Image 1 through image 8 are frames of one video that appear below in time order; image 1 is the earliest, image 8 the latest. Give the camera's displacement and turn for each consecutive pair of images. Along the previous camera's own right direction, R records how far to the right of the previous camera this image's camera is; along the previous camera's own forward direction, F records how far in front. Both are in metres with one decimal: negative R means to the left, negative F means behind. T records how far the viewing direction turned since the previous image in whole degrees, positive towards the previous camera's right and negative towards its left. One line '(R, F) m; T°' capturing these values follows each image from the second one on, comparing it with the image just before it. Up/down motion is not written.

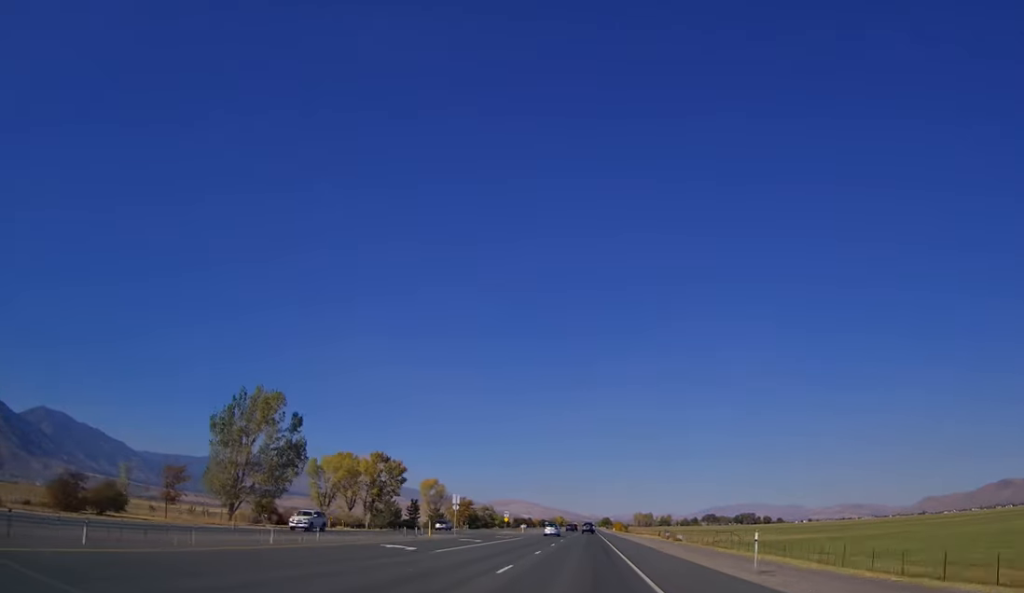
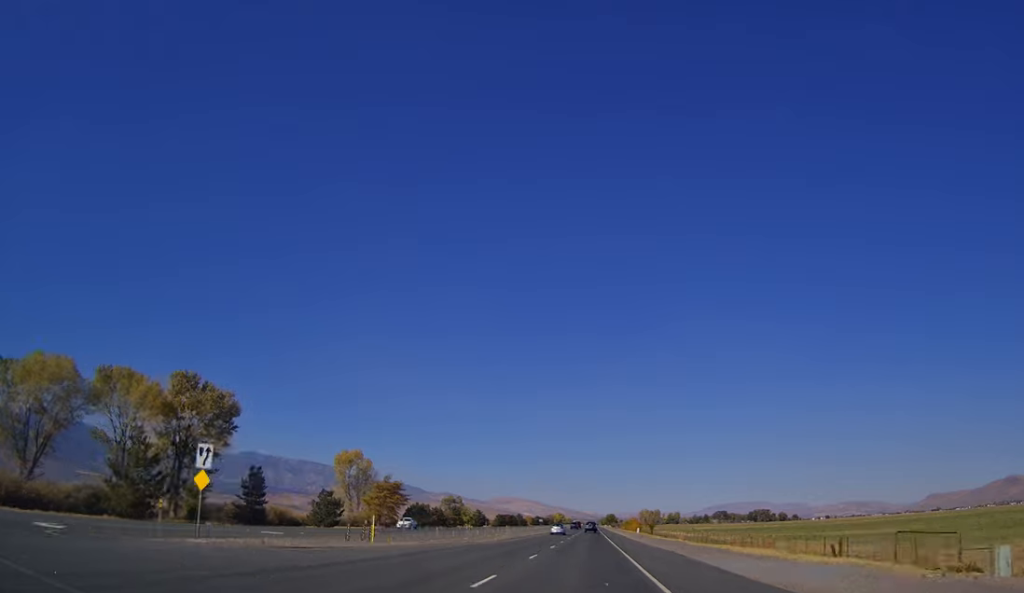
(-0.2, +77.0) m; -1°
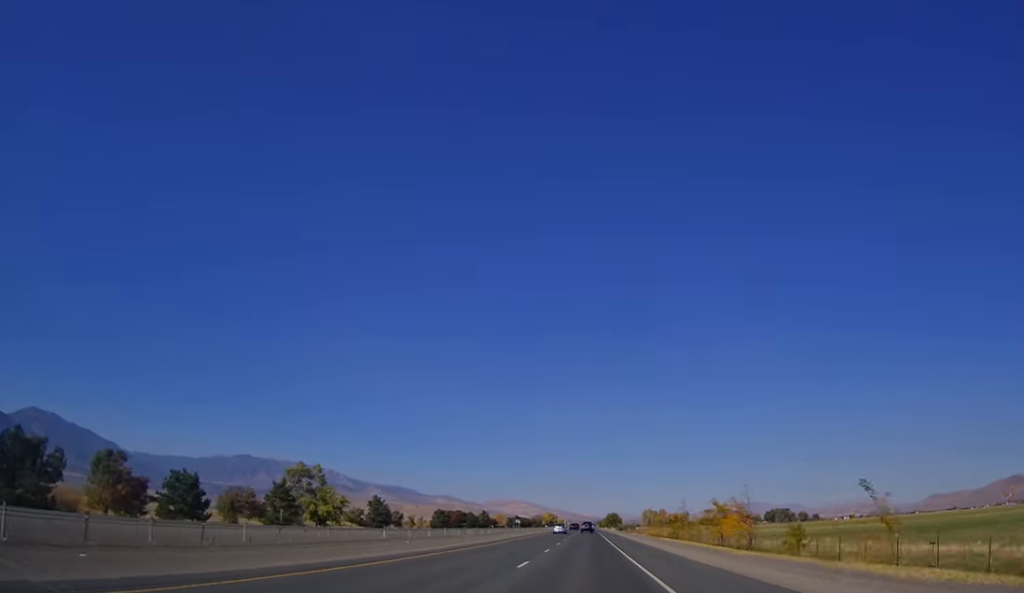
(0.0, +114.7) m; +1°
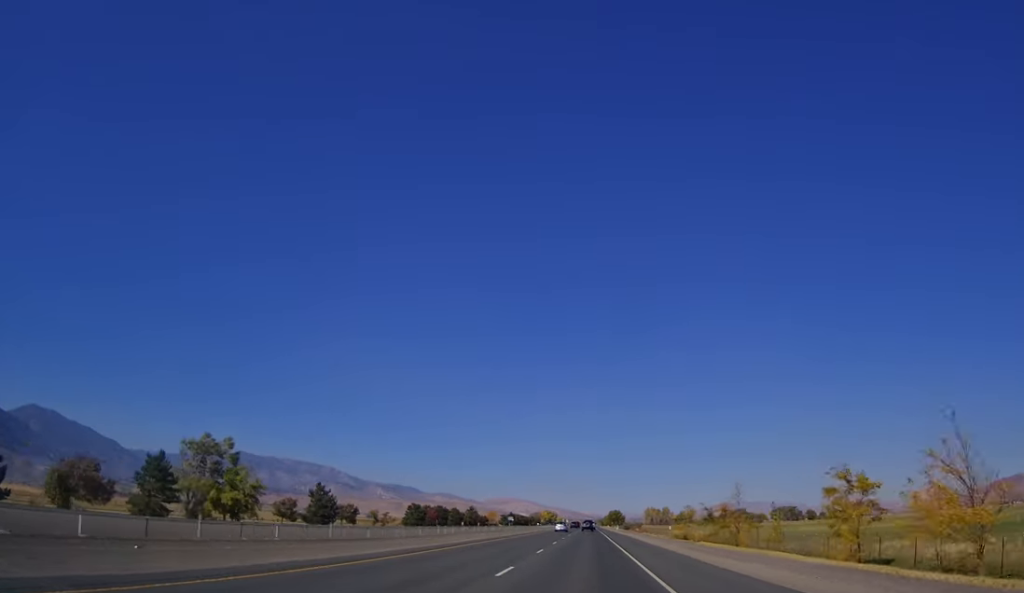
(0.0, +28.9) m; 0°
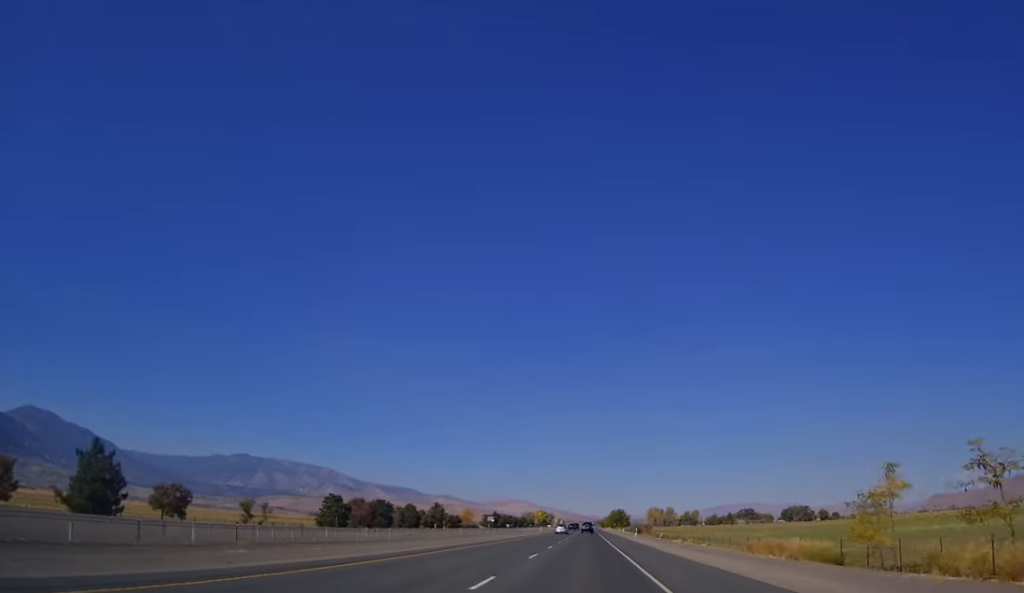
(-0.2, +51.6) m; 0°
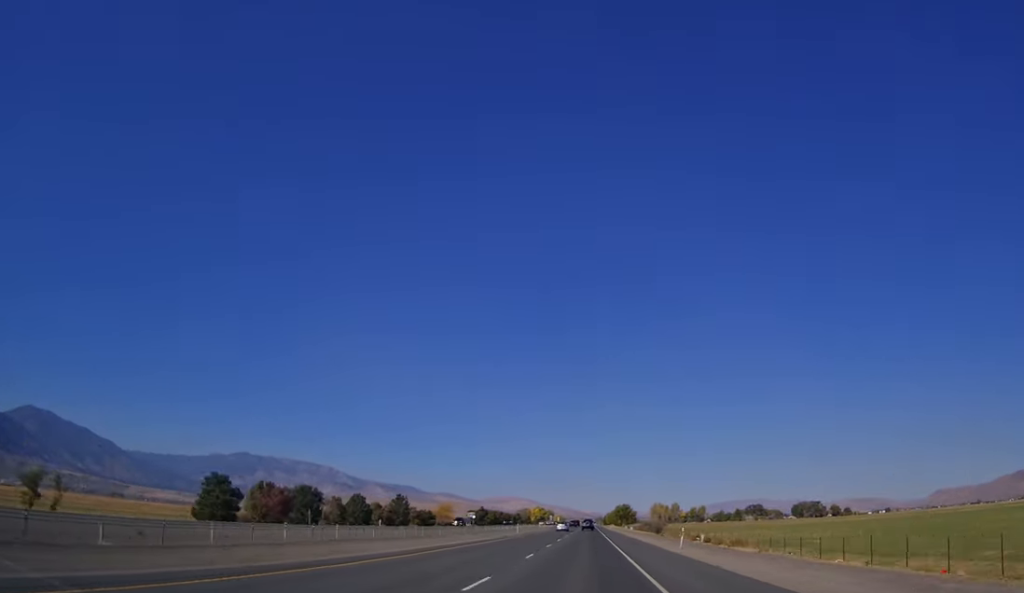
(-0.5, +37.2) m; 0°
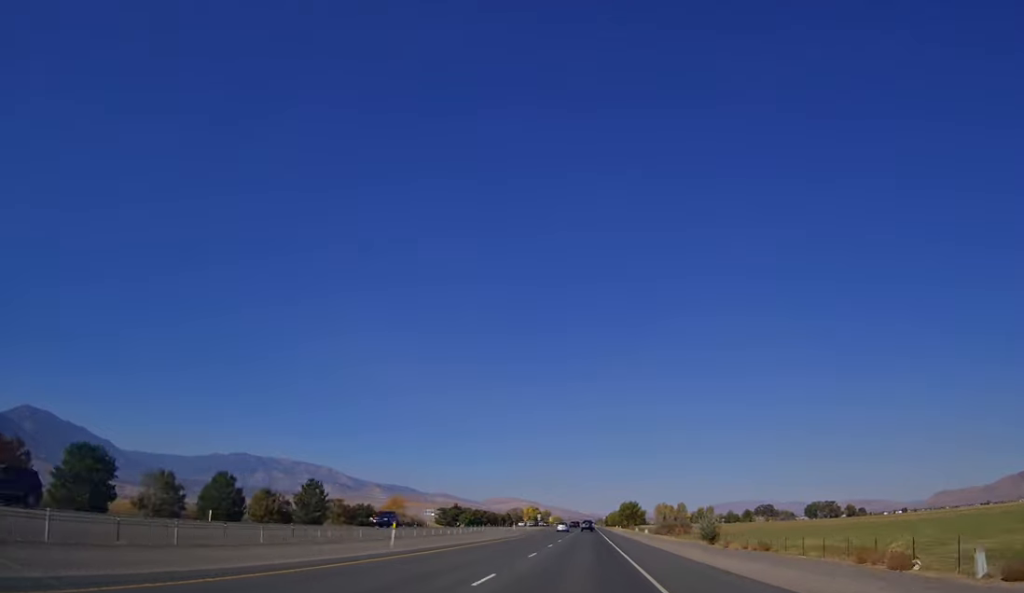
(+0.4, +47.6) m; 0°
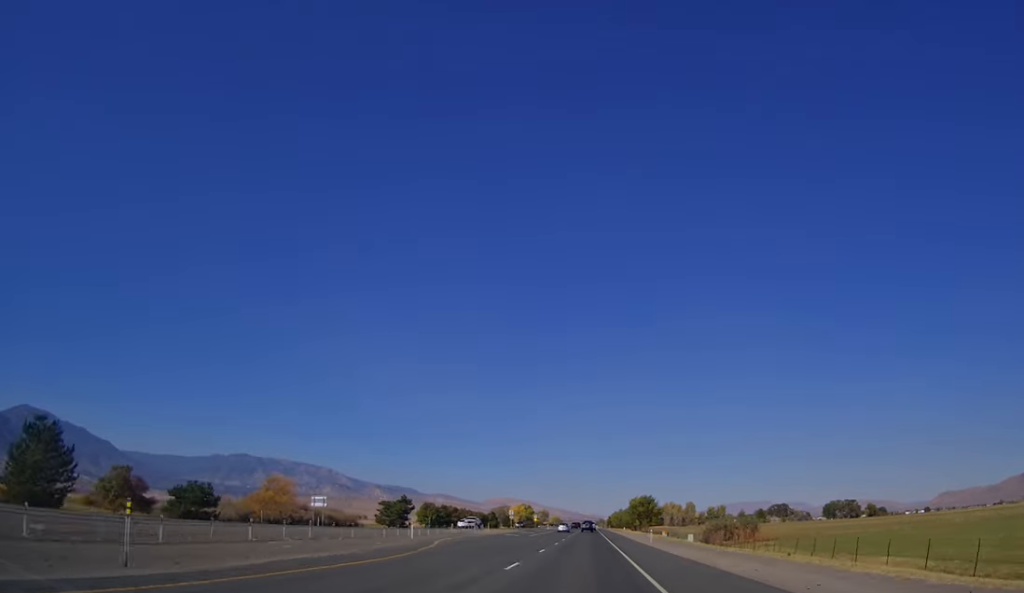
(+0.1, +55.8) m; 0°
